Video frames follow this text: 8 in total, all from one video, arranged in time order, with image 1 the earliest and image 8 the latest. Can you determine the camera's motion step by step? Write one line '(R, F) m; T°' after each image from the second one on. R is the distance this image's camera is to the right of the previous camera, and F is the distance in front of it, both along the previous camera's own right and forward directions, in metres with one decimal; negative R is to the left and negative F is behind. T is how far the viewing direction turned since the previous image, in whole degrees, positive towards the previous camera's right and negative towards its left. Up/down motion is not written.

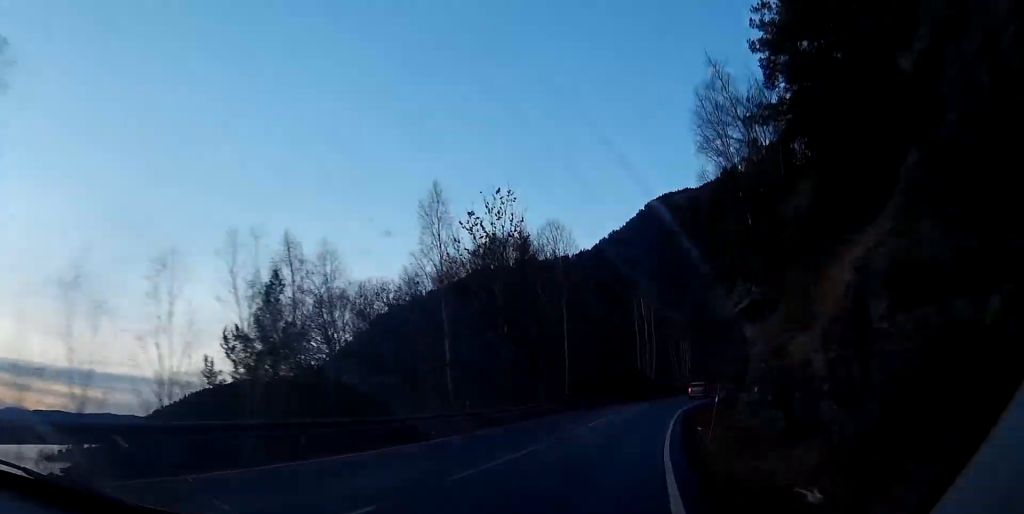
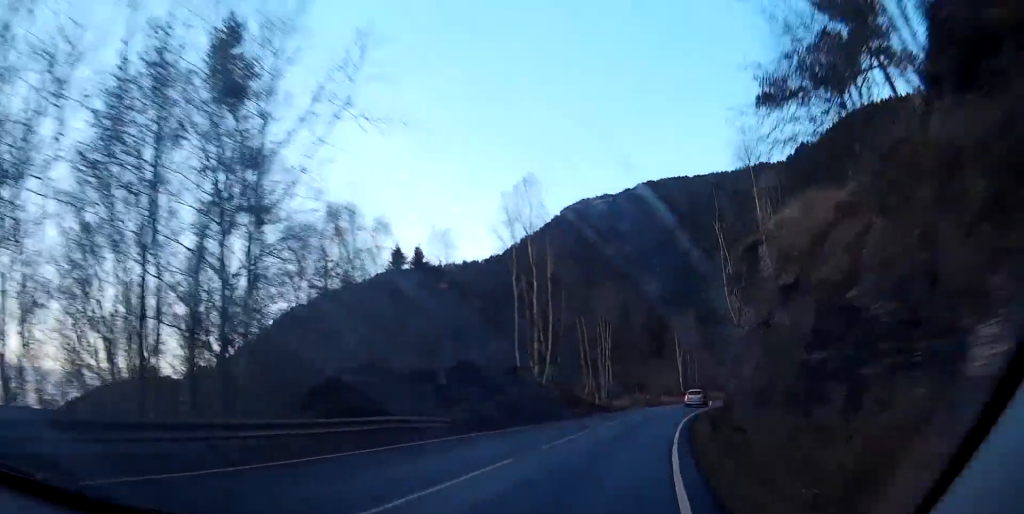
(+3.2, +40.0) m; +10°
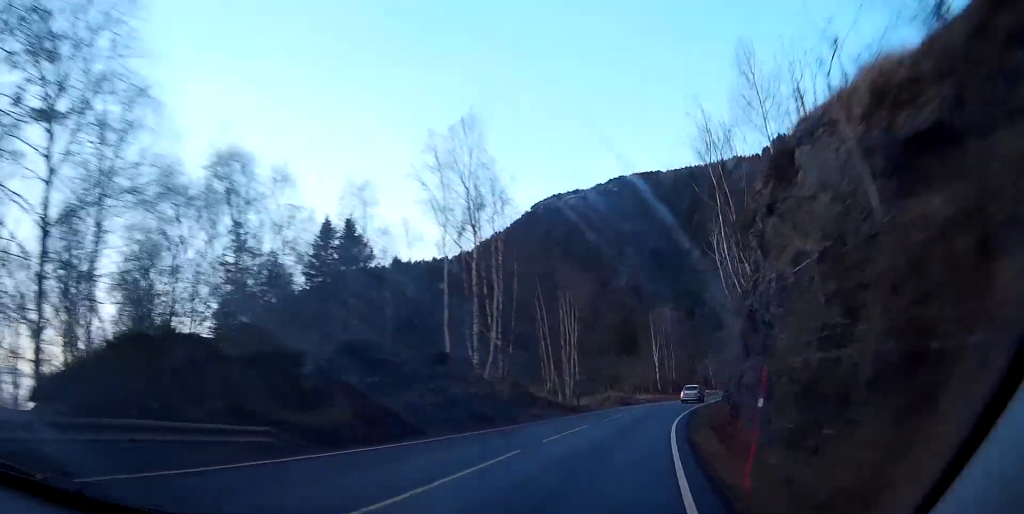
(+0.6, +10.6) m; +2°
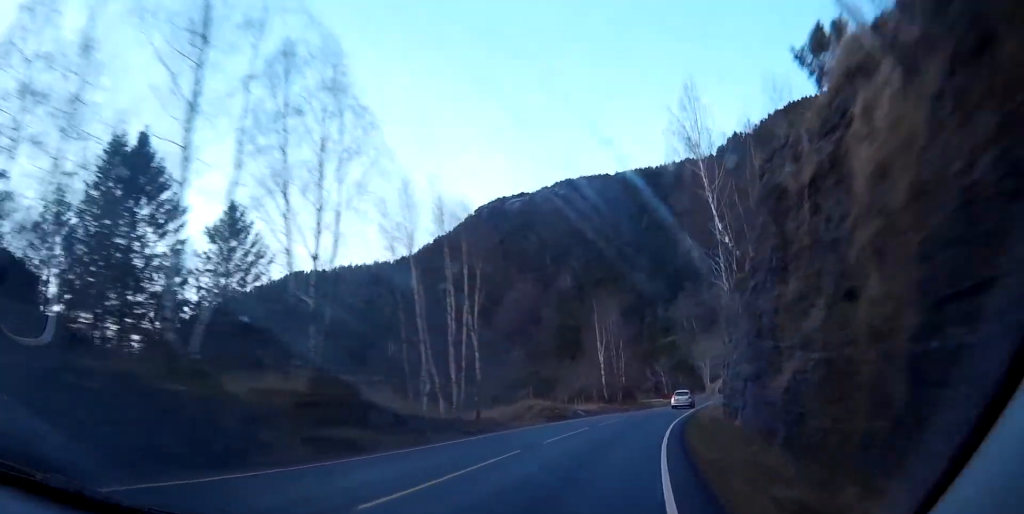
(+0.9, +22.7) m; +4°
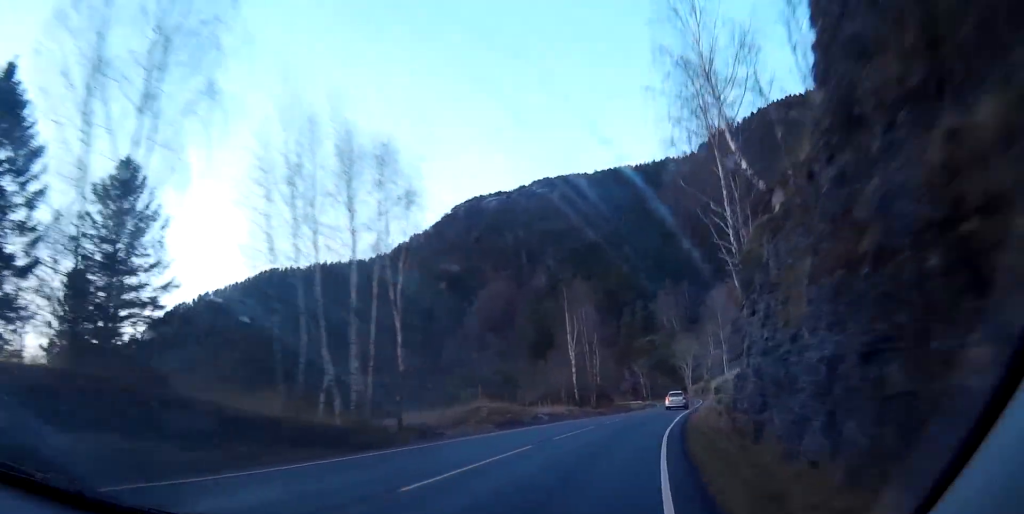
(+0.1, +10.6) m; +1°
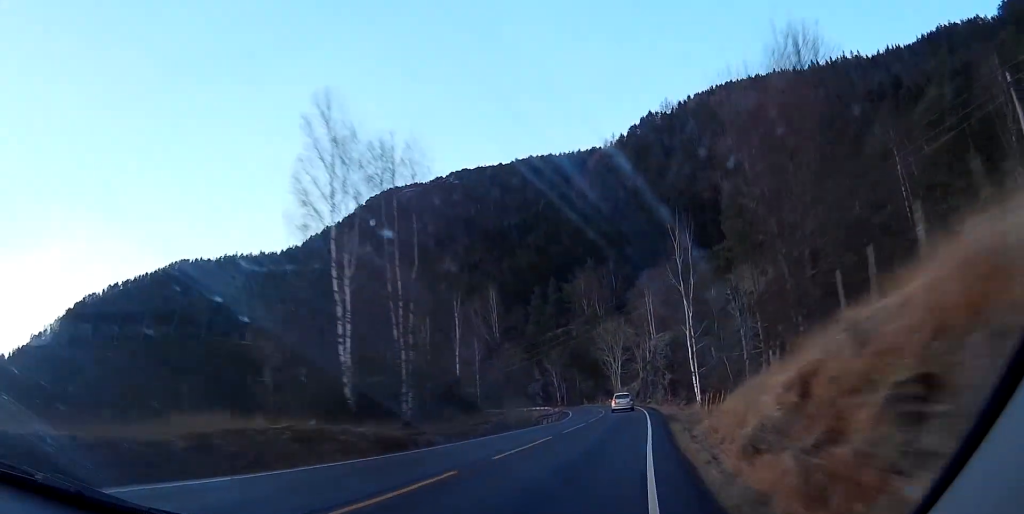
(+2.1, +41.4) m; +5°
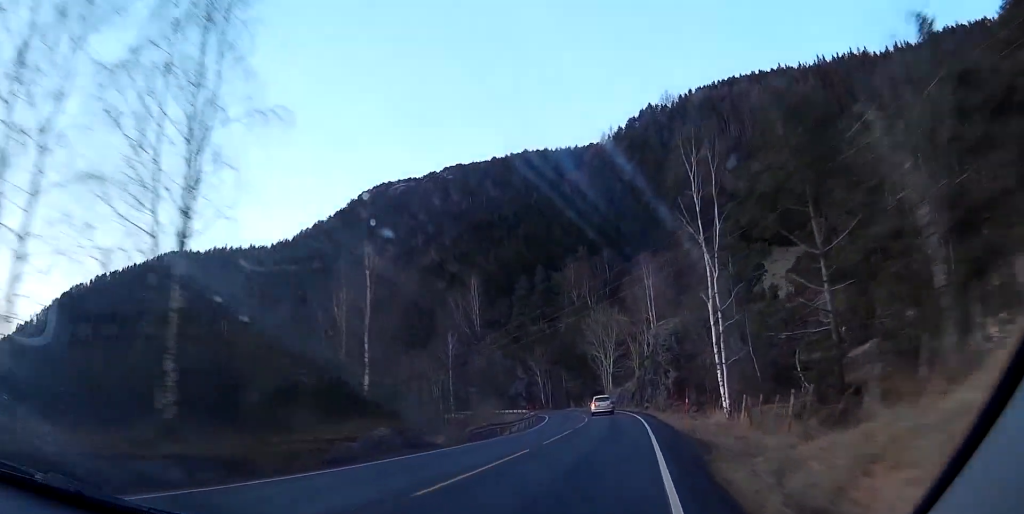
(+0.1, +17.0) m; +2°
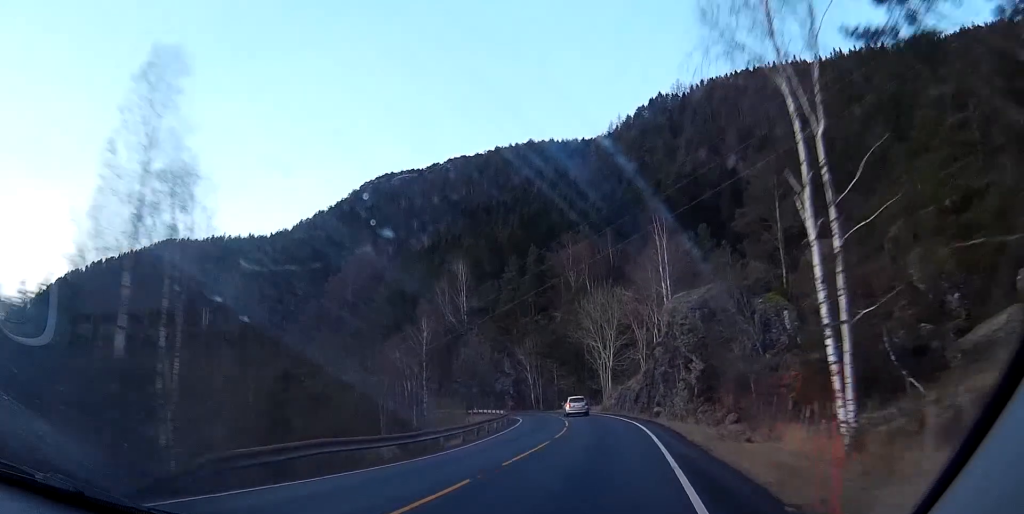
(+0.5, +18.0) m; 0°
